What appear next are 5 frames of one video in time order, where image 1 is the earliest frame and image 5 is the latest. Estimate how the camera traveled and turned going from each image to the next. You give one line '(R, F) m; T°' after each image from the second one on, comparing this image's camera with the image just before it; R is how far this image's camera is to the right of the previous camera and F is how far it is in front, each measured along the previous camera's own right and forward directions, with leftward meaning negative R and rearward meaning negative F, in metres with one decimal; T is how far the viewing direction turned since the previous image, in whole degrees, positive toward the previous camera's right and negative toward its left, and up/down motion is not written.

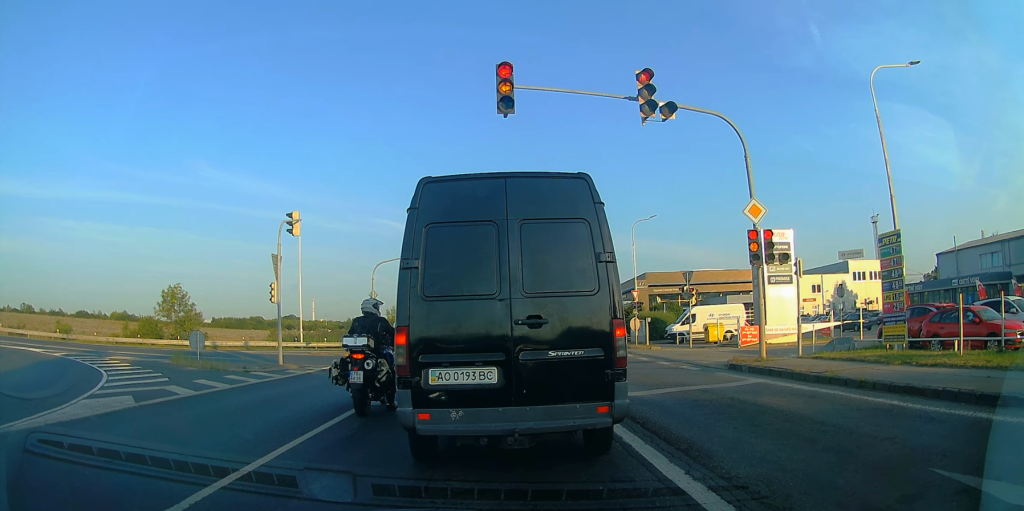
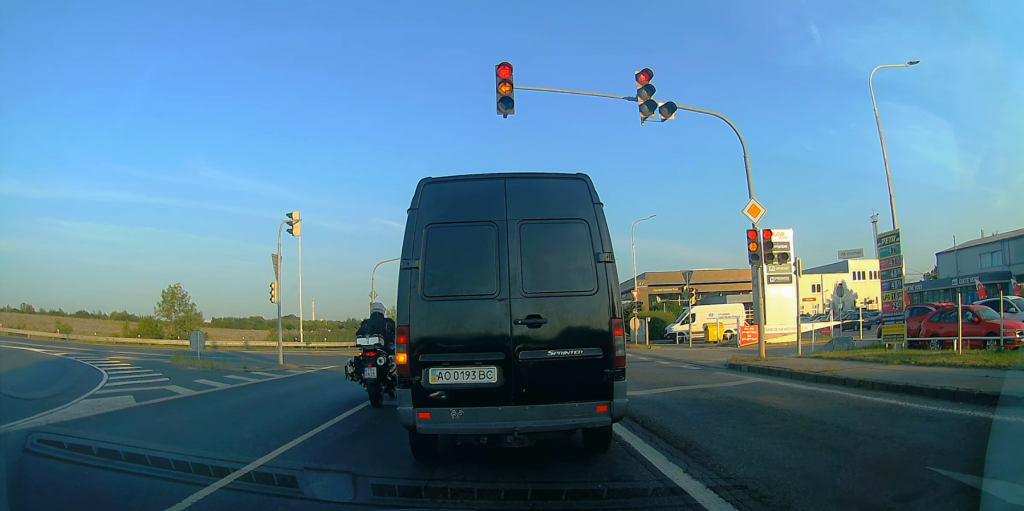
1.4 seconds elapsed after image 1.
(0.0, 0.0) m; 0°
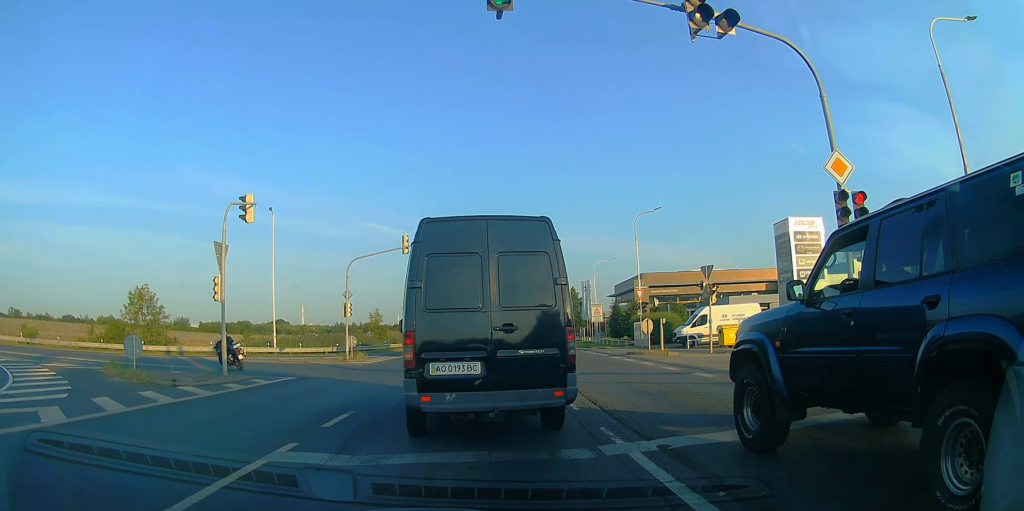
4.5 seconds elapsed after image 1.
(+0.1, +1.1) m; +5°
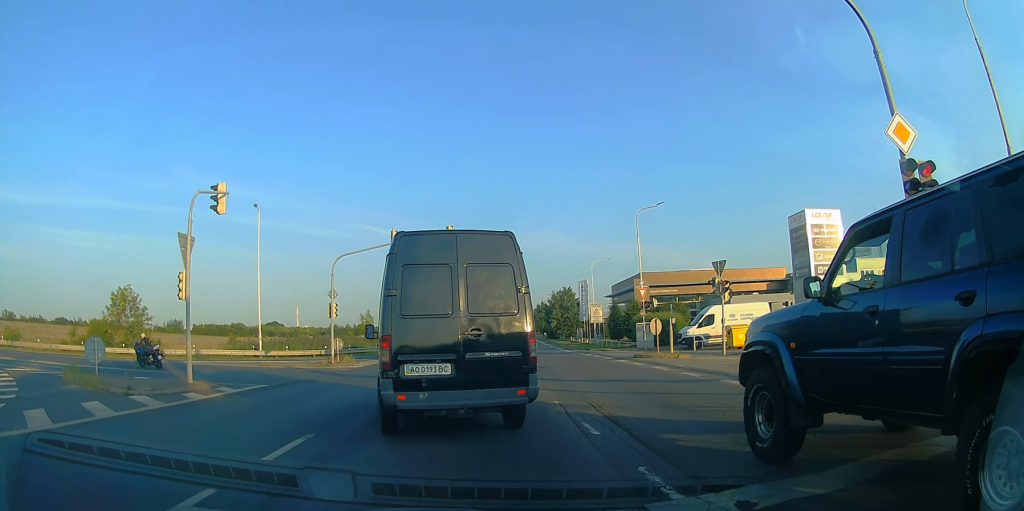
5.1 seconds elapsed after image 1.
(0.0, +1.5) m; +1°
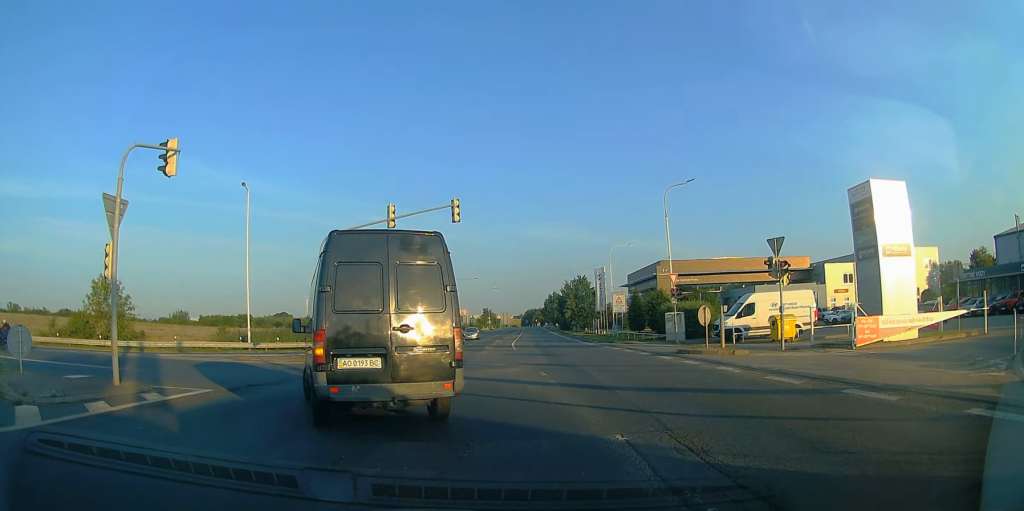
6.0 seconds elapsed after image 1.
(0.0, +3.4) m; 0°
